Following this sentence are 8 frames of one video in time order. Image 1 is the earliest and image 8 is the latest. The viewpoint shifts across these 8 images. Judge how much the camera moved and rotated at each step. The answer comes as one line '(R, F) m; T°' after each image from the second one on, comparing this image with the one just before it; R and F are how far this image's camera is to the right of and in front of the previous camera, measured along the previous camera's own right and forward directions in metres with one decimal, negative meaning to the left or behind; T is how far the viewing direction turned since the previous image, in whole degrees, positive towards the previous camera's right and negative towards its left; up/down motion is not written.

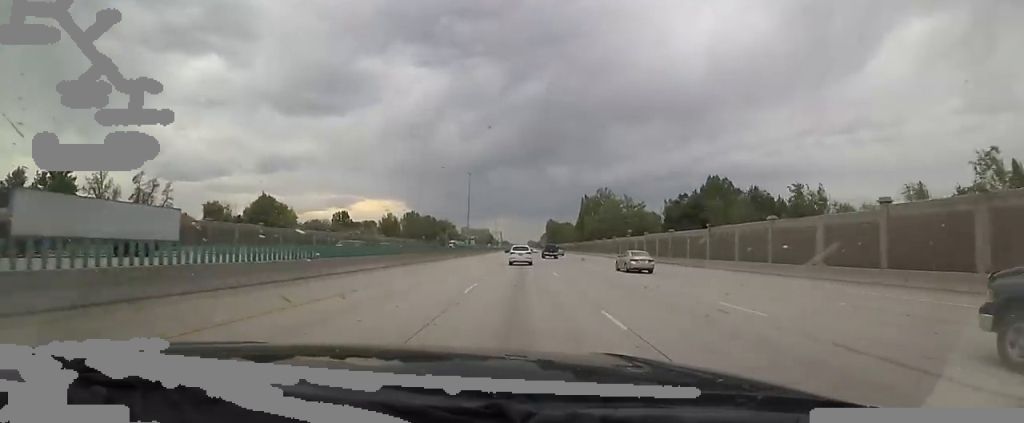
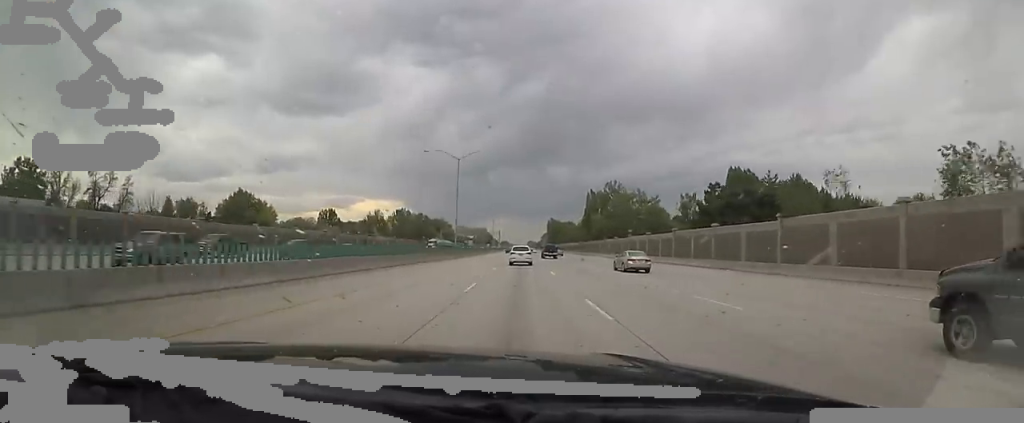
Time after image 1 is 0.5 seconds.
(0.0, +14.3) m; 0°
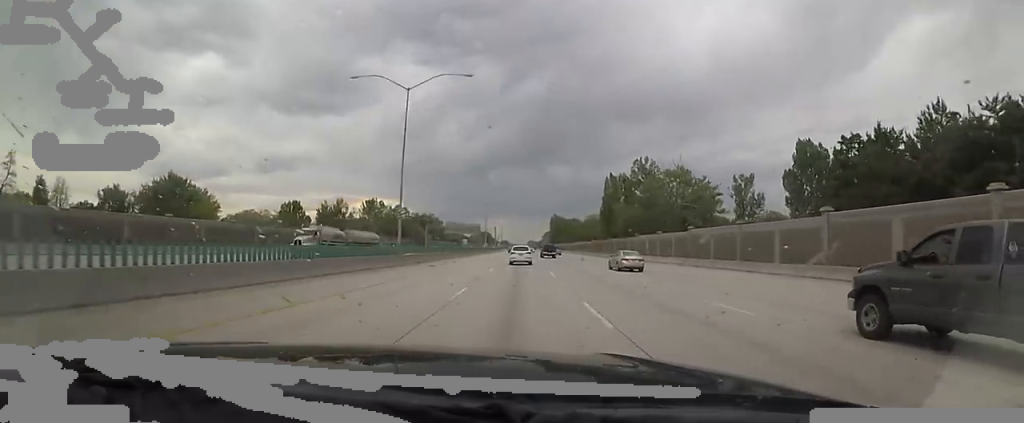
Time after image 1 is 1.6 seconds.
(0.0, +30.7) m; 0°
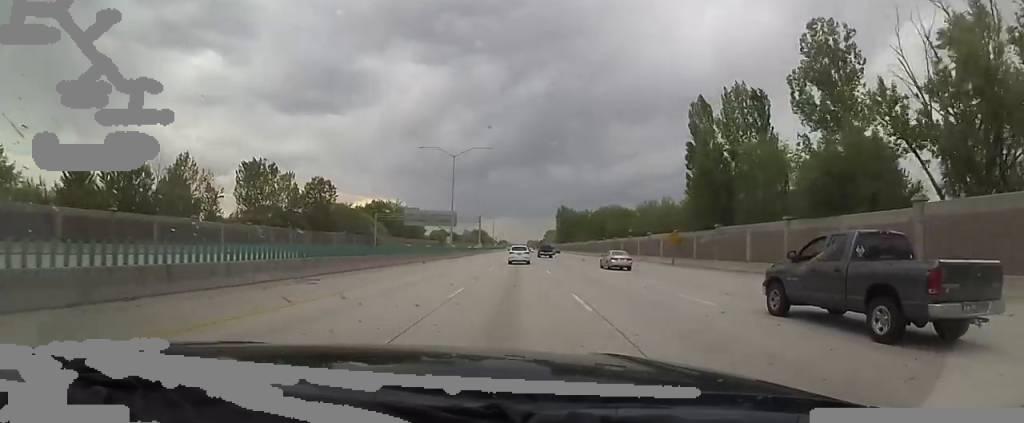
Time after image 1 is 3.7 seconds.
(0.0, +57.8) m; 0°
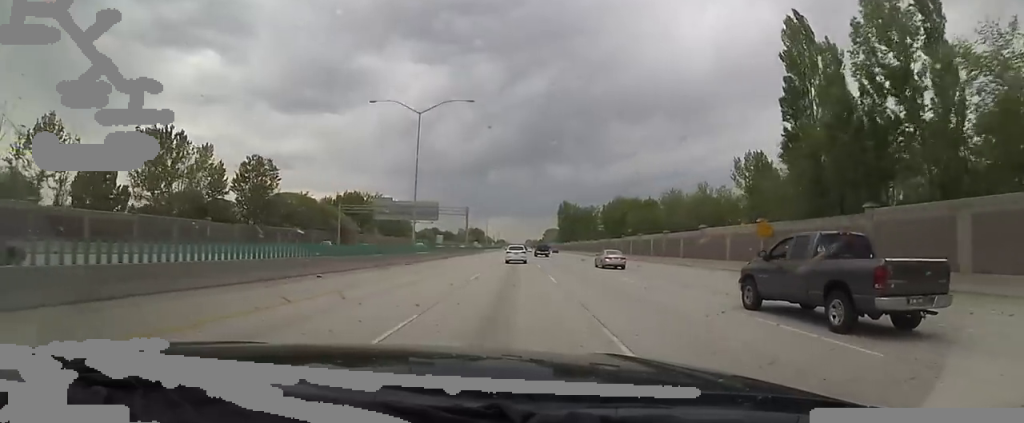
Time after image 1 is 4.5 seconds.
(0.0, +21.4) m; +1°
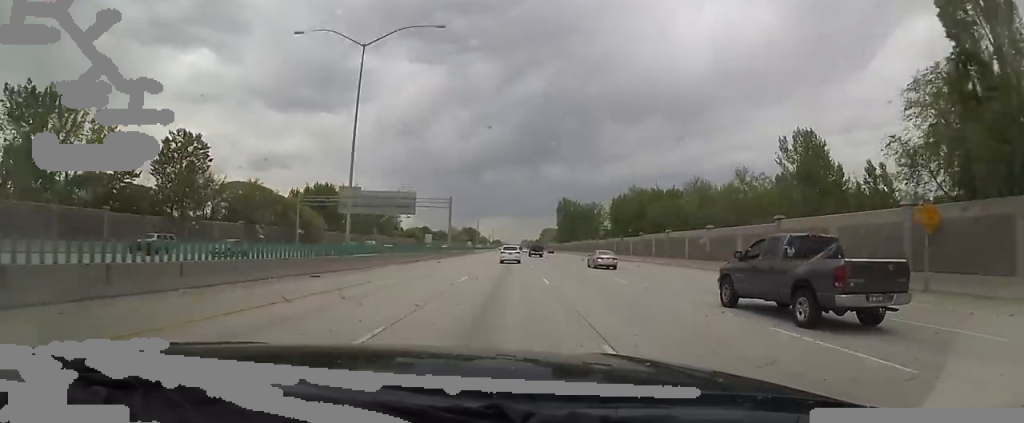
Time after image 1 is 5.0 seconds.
(-0.2, +15.9) m; +2°
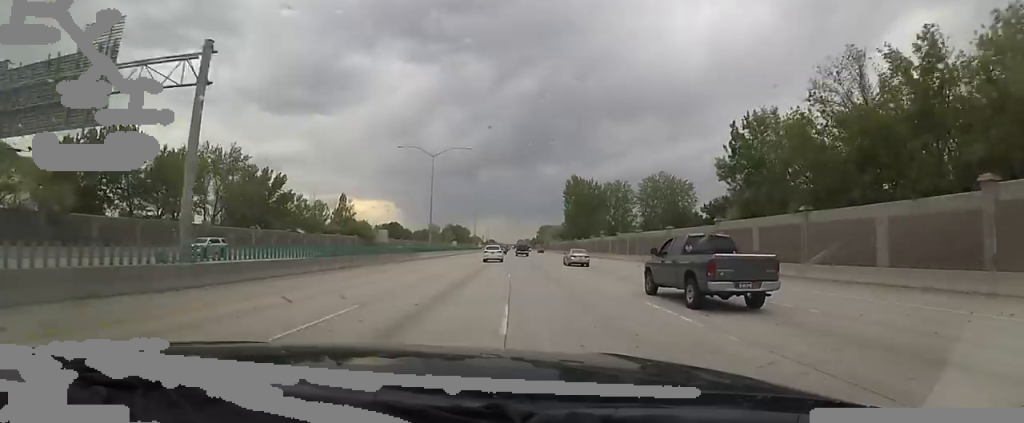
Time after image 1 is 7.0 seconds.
(+0.5, +57.2) m; -2°
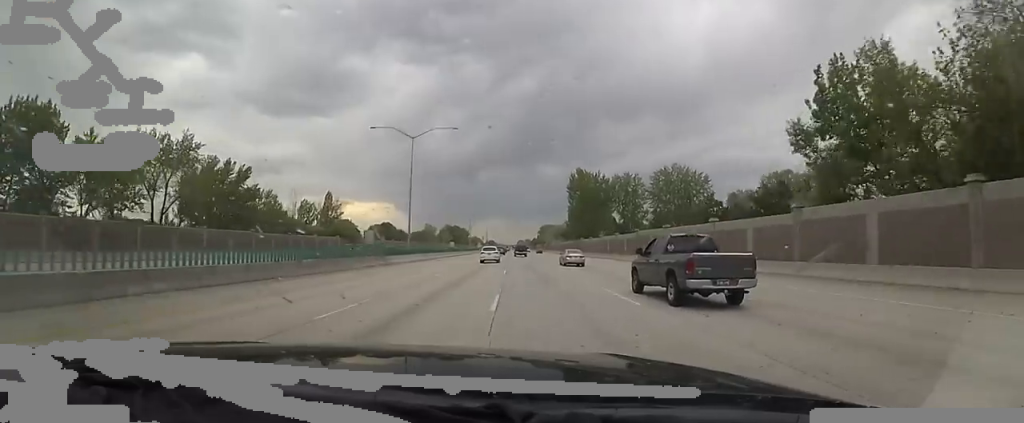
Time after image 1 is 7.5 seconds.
(-0.1, +12.5) m; -1°
